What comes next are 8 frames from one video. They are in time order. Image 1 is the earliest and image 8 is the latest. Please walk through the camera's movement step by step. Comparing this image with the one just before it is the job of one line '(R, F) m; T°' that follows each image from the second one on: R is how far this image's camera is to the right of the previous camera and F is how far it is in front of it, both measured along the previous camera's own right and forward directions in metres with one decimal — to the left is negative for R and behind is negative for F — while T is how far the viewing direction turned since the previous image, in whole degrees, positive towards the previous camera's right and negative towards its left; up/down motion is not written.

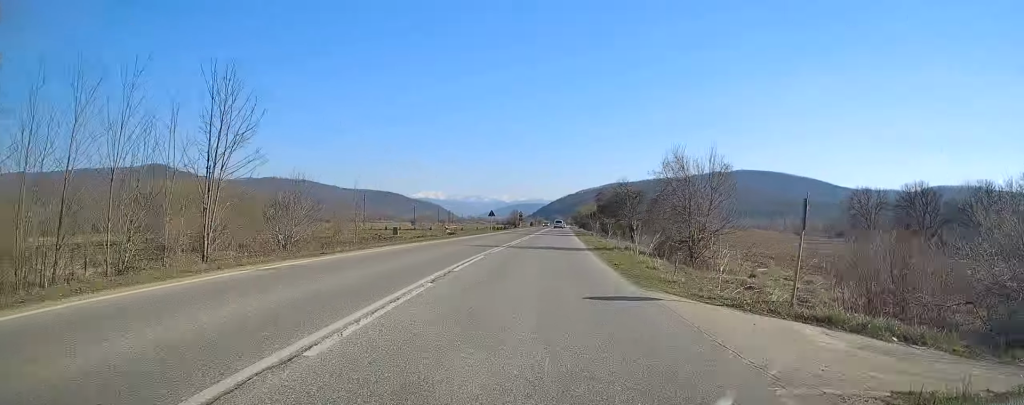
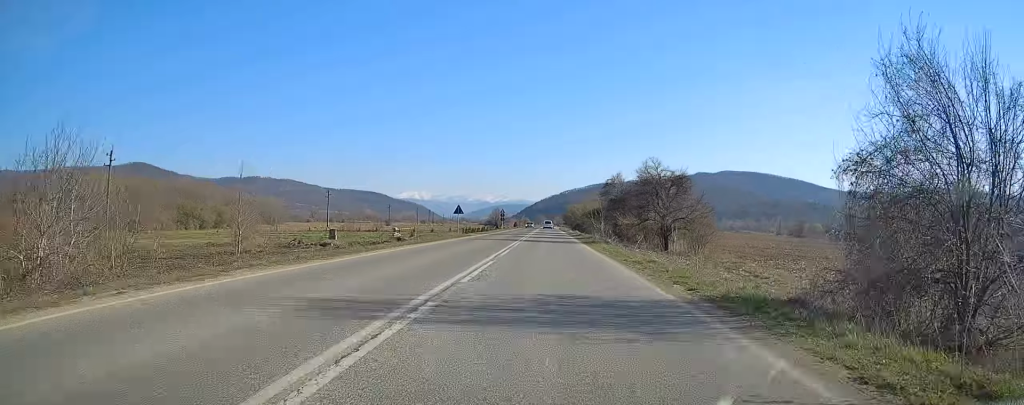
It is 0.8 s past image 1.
(+0.2, +20.3) m; +1°
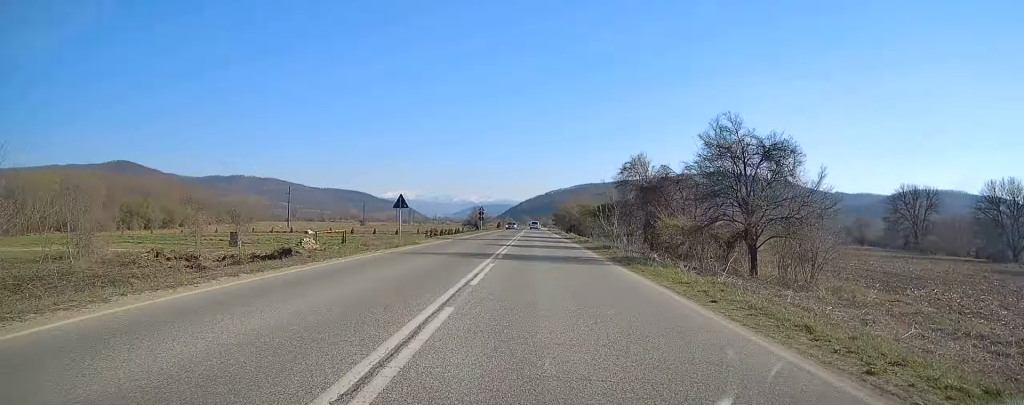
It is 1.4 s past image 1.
(+0.2, +18.0) m; +1°
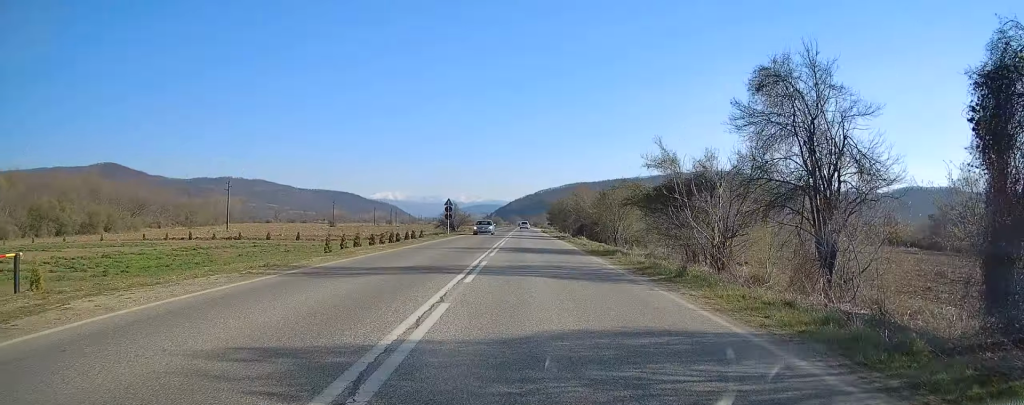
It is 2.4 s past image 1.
(+0.4, +26.4) m; +1°
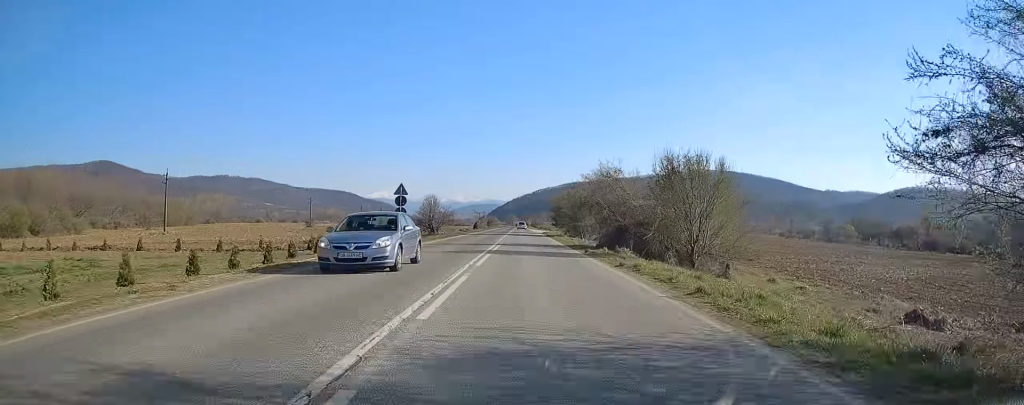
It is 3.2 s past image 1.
(+0.2, +22.2) m; 0°
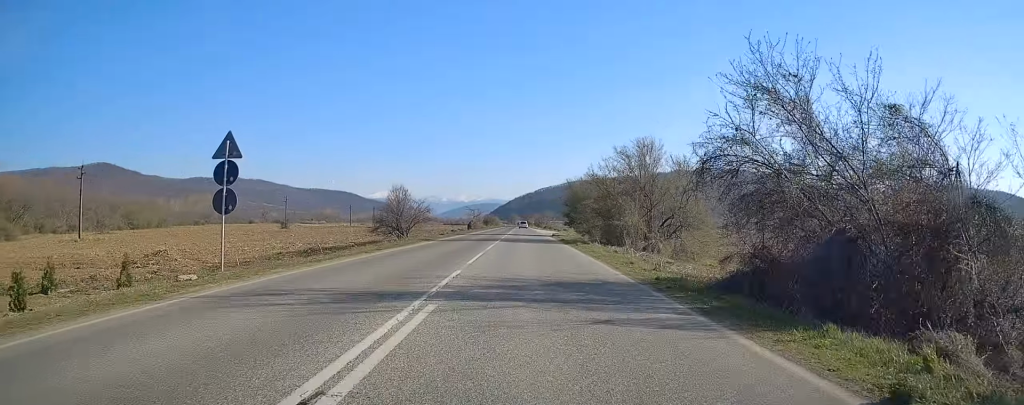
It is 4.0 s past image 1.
(0.0, +22.6) m; 0°
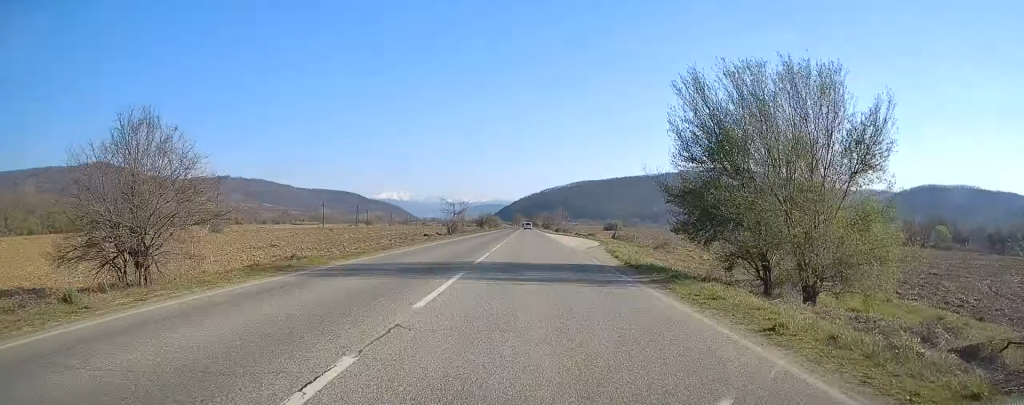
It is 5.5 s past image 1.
(+0.2, +44.1) m; 0°
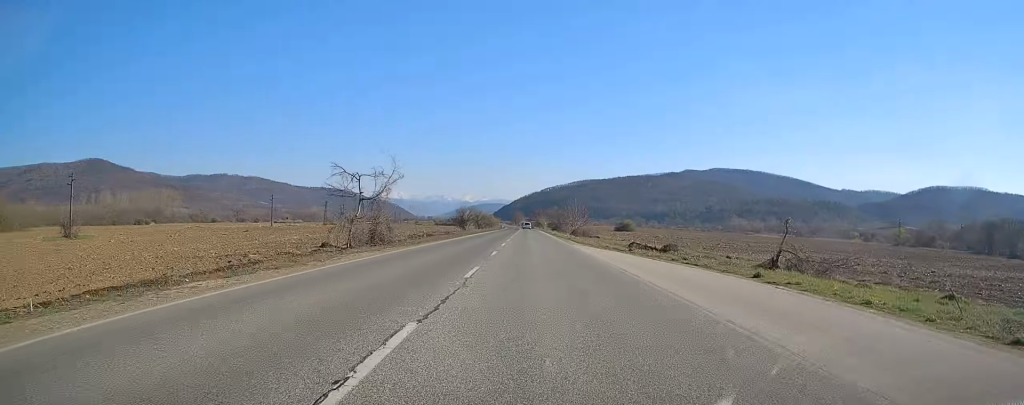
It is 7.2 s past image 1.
(-0.4, +49.2) m; -1°
